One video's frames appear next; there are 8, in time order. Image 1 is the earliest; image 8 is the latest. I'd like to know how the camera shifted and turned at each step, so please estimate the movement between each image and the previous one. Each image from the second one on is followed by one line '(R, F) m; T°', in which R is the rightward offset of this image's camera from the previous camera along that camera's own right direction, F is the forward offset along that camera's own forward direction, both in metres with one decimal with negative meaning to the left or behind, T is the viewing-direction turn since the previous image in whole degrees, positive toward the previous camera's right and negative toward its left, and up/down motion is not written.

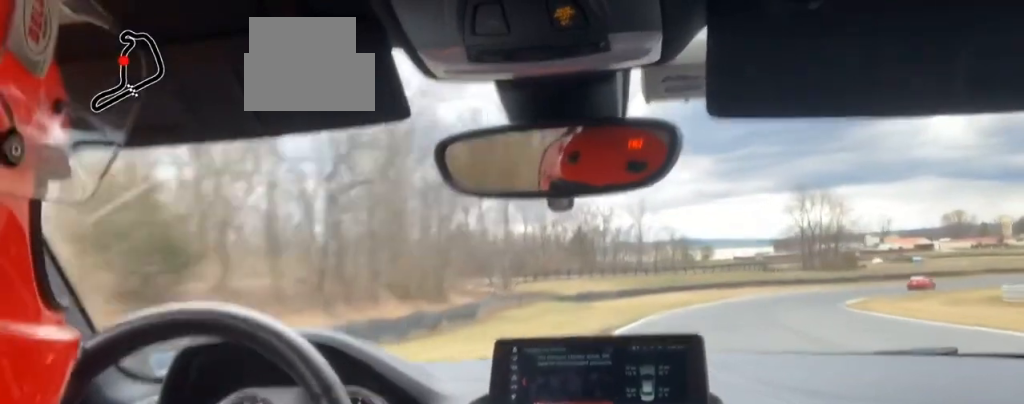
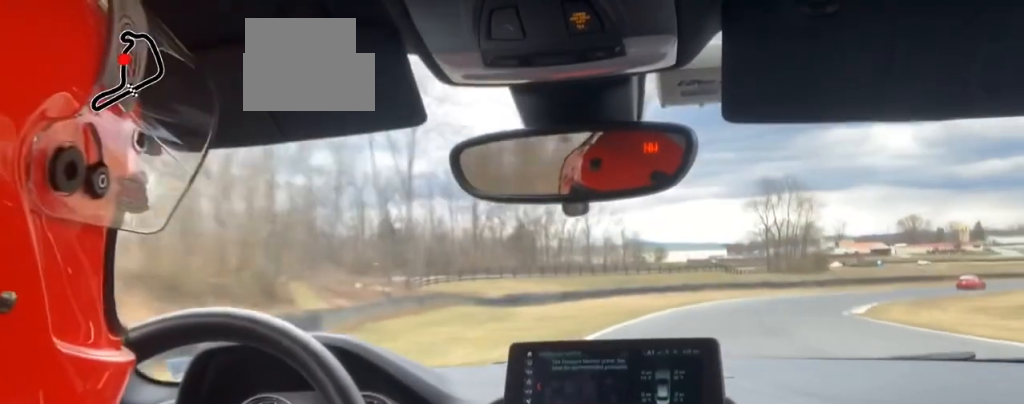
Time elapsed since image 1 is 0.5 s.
(+0.7, +20.6) m; +2°
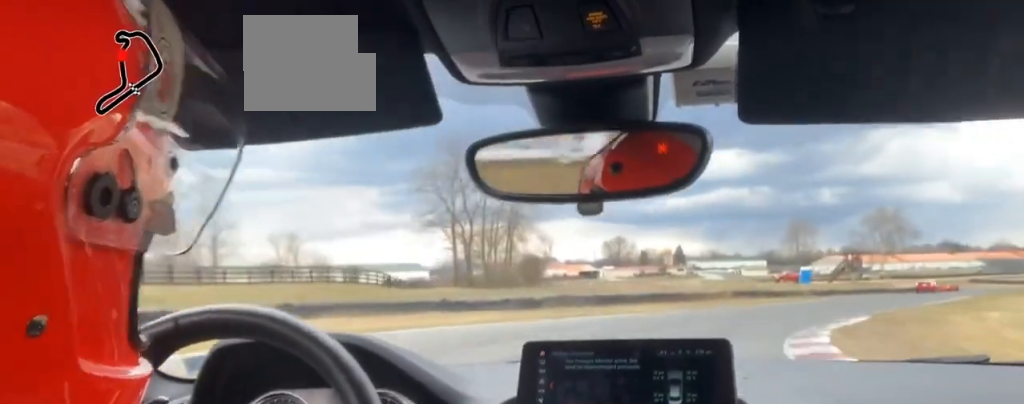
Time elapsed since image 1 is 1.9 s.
(+1.0, +60.1) m; +1°
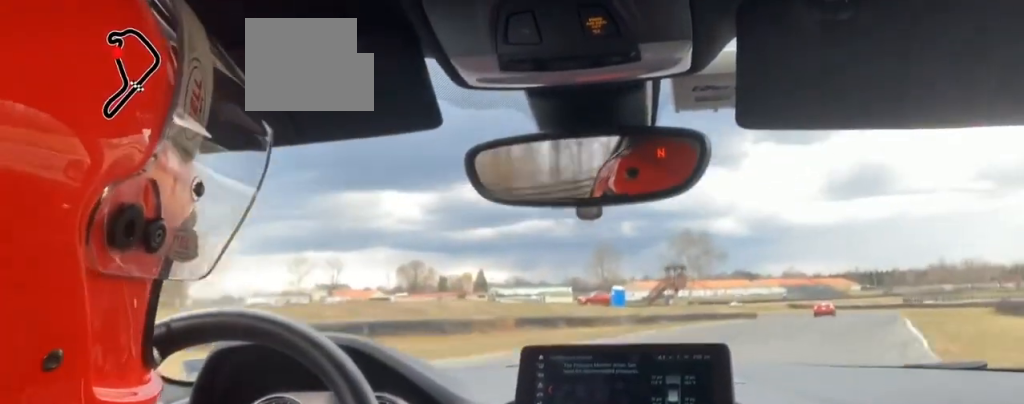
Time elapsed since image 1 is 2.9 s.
(+0.1, +37.8) m; +4°
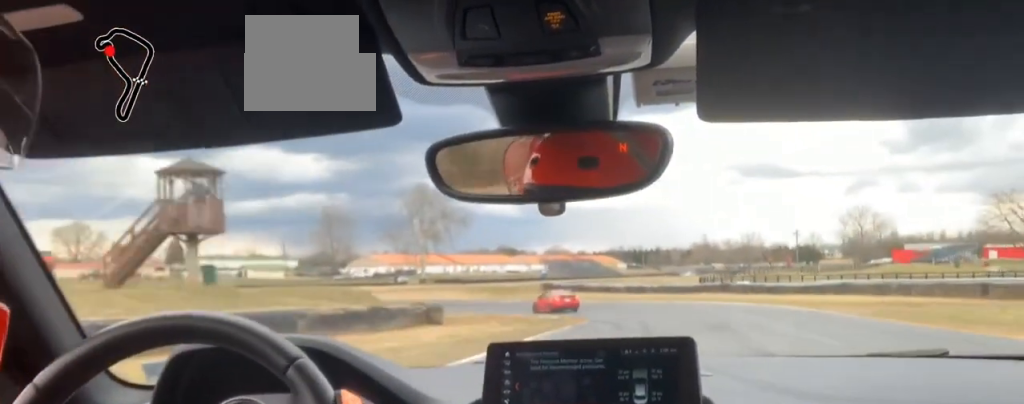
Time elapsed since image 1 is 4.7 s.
(+13.2, +62.3) m; +24°
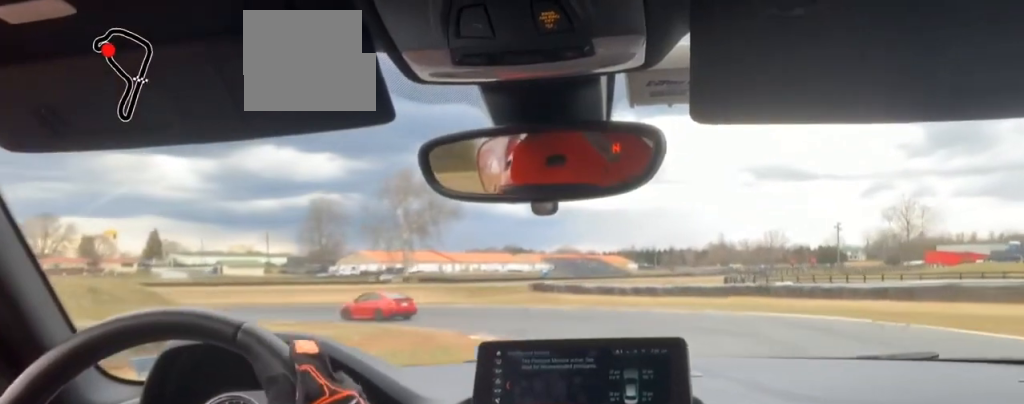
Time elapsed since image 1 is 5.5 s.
(+0.6, +23.9) m; +1°
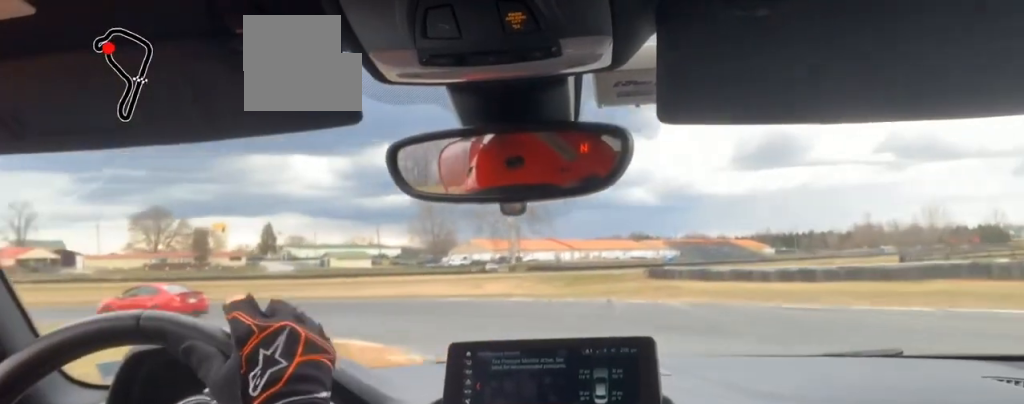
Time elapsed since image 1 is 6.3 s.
(-0.2, +19.8) m; -7°
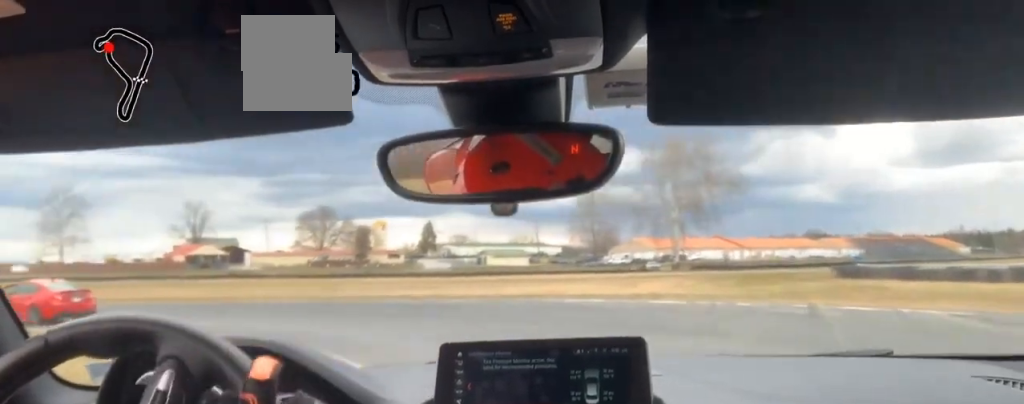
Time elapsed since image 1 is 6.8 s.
(0.0, +11.2) m; -7°
